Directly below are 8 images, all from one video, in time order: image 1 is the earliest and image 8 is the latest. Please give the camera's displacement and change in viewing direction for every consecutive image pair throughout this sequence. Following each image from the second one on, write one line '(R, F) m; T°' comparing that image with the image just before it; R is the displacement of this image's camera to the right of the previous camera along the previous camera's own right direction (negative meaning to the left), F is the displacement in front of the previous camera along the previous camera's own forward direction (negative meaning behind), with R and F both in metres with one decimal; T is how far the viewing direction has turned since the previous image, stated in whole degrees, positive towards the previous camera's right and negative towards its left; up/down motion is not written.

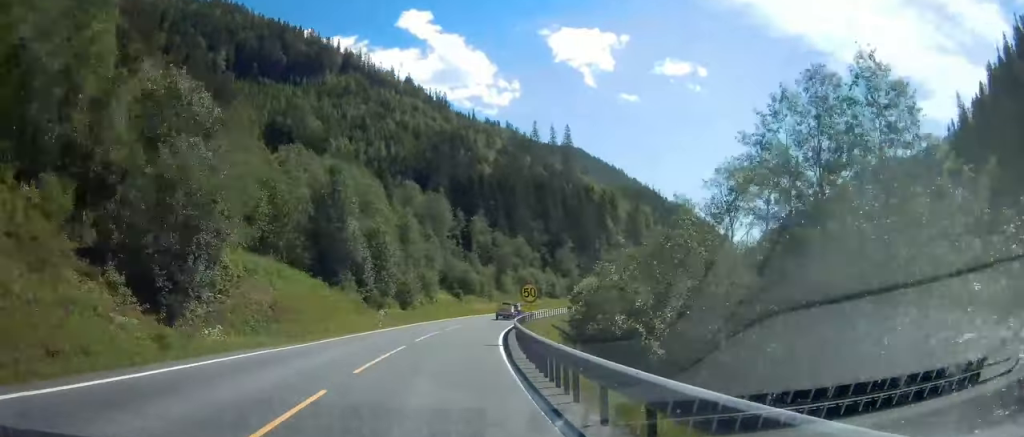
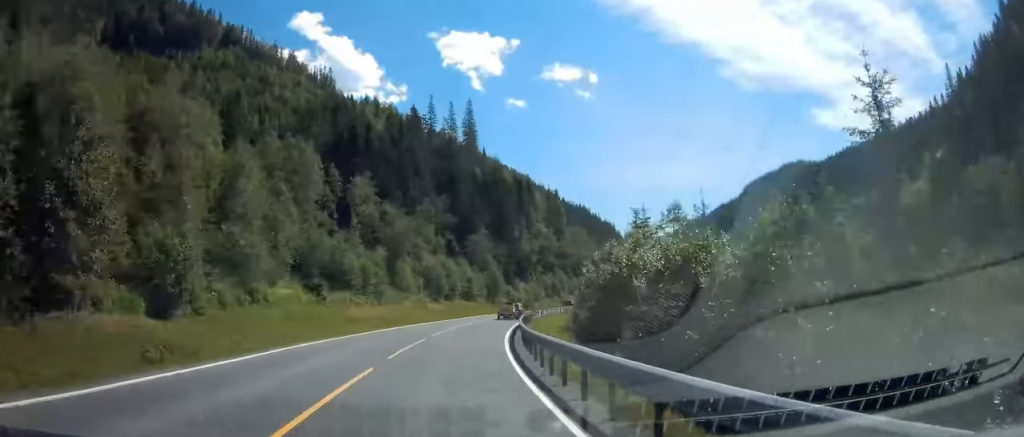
(+3.2, +41.1) m; +4°
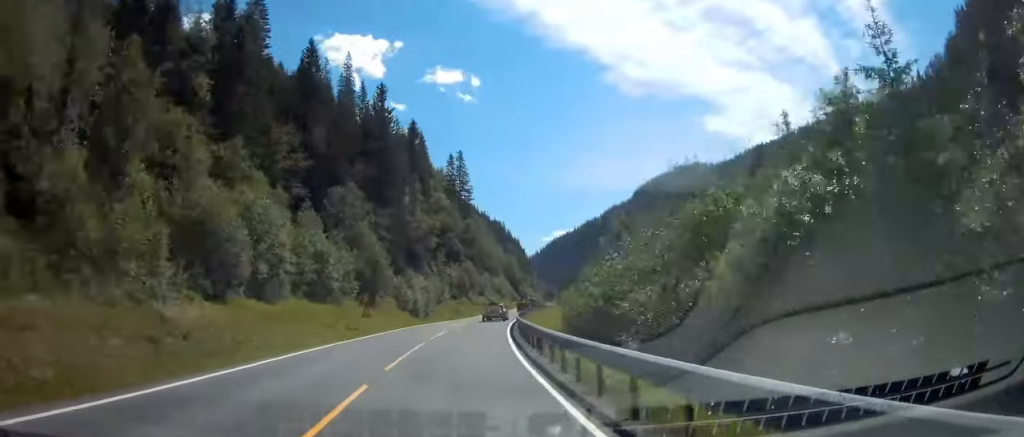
(0.0, +50.0) m; 0°
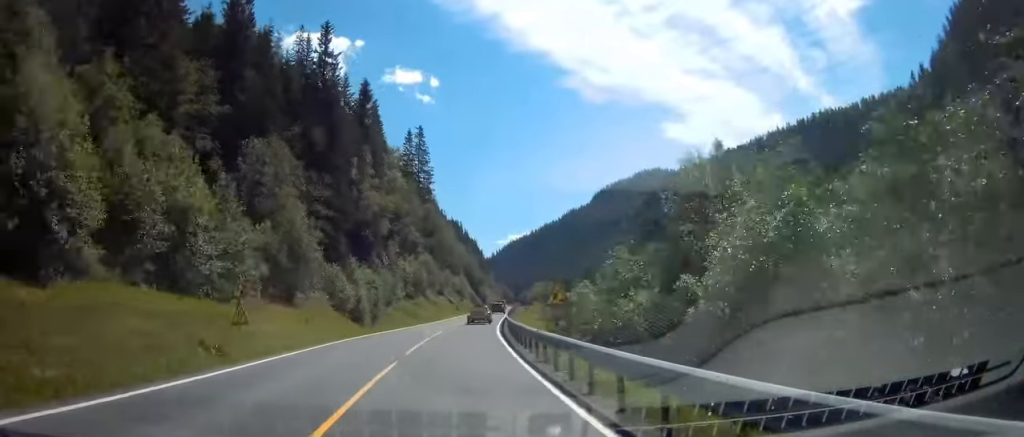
(0.0, +20.3) m; 0°
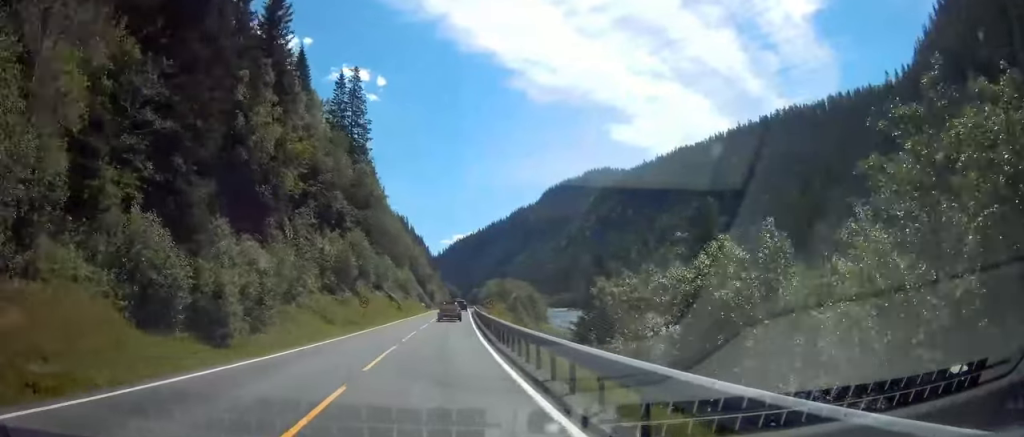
(0.0, +33.5) m; +6°
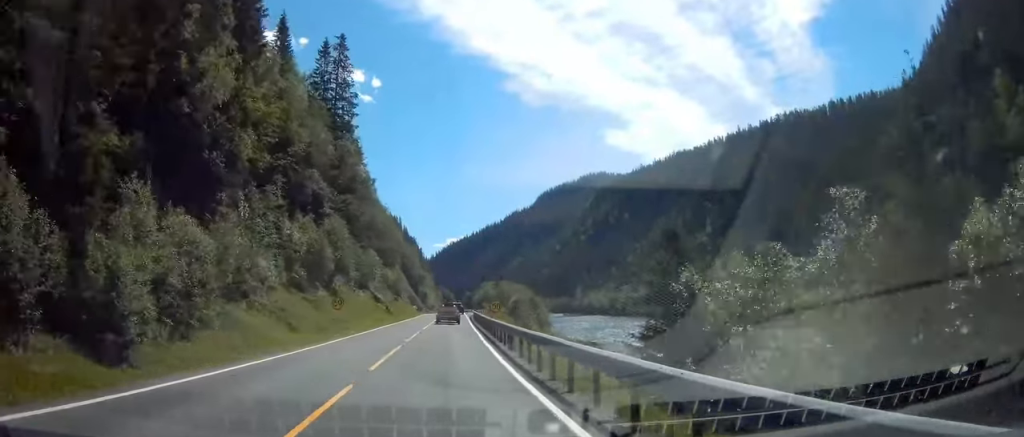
(-0.7, +13.4) m; +4°
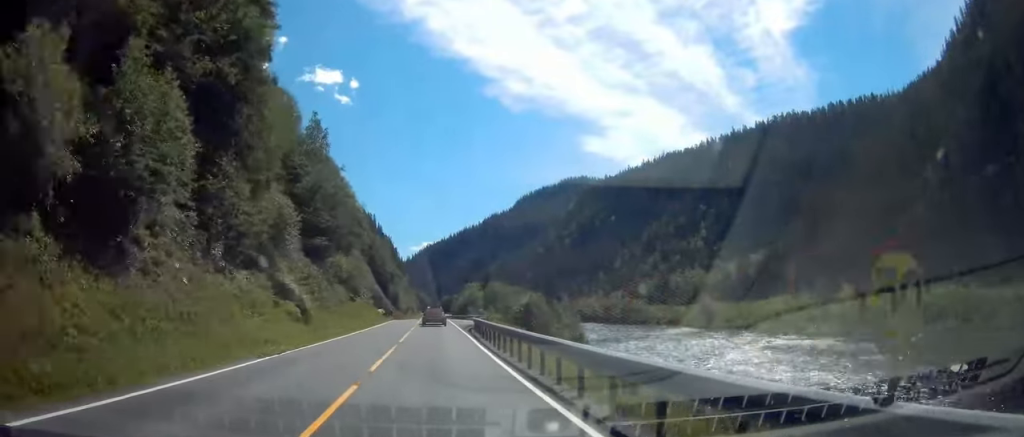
(+6.7, +38.1) m; +11°
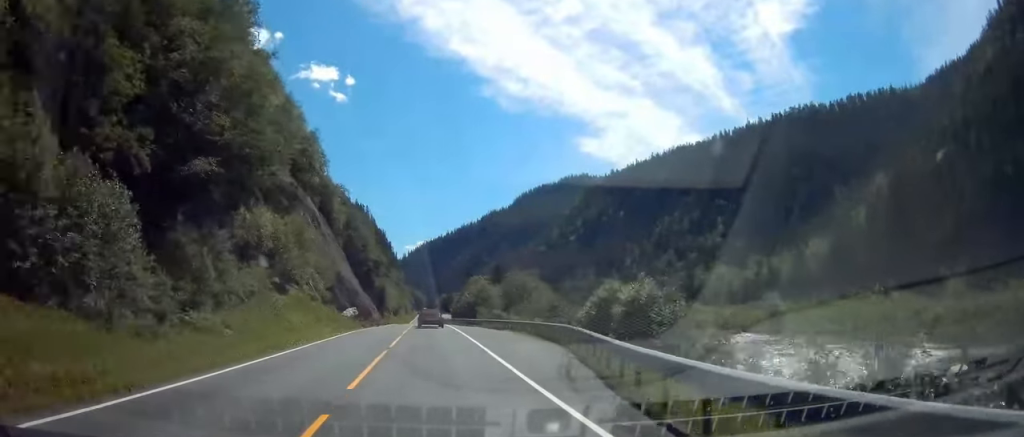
(+0.6, +39.6) m; +2°
